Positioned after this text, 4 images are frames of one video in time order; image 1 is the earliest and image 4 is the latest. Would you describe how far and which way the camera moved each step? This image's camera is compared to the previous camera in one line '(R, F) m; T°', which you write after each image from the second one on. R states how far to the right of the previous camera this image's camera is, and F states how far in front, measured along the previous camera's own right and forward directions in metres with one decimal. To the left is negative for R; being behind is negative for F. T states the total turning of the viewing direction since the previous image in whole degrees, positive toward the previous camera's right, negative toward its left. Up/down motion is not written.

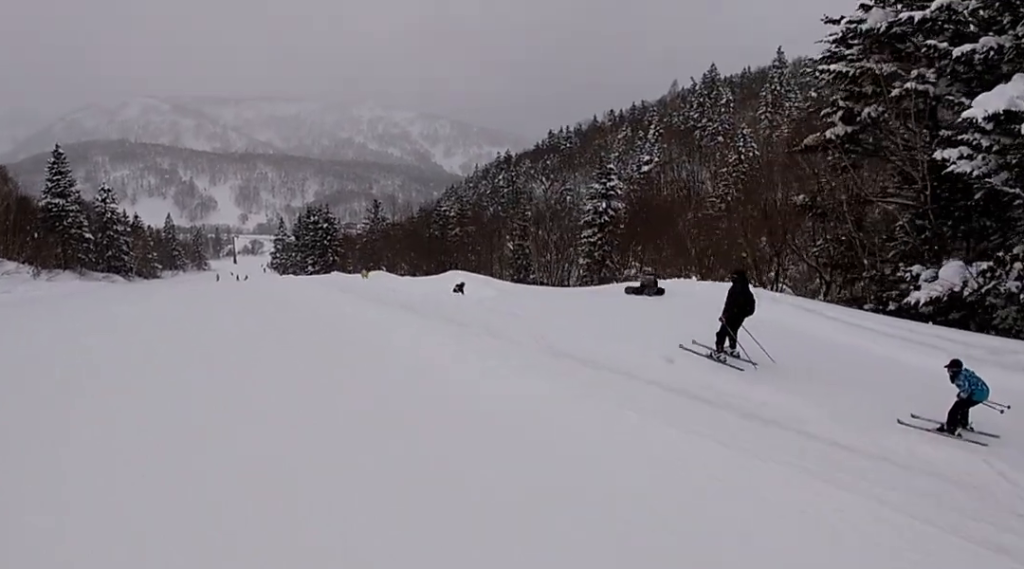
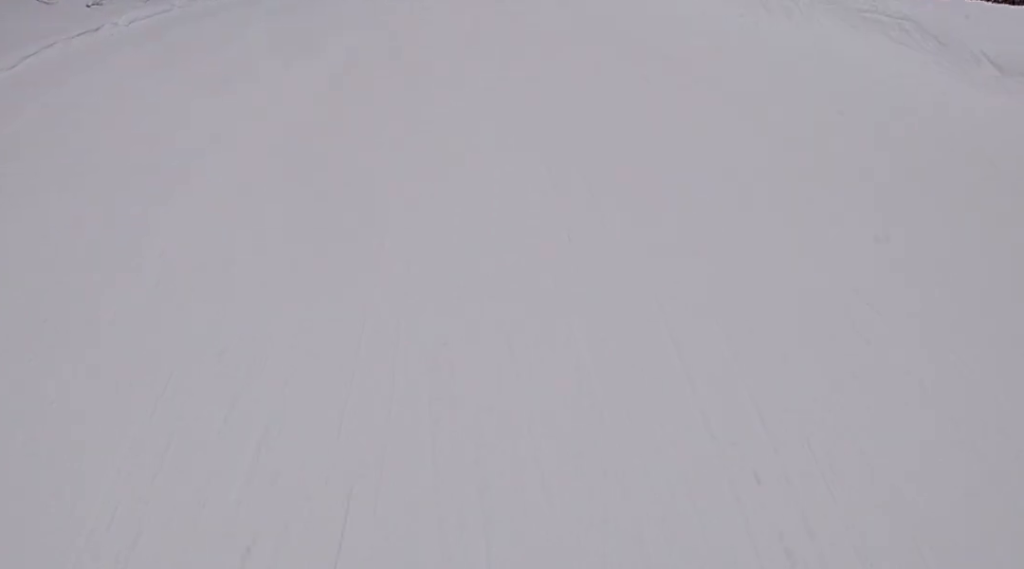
(-0.4, +21.2) m; -10°
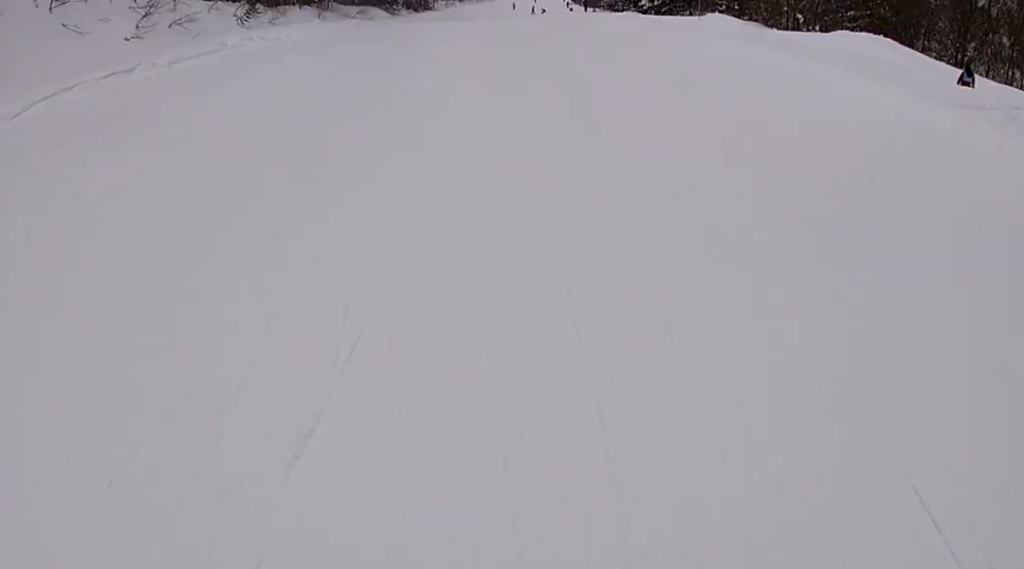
(-0.3, +5.4) m; 0°
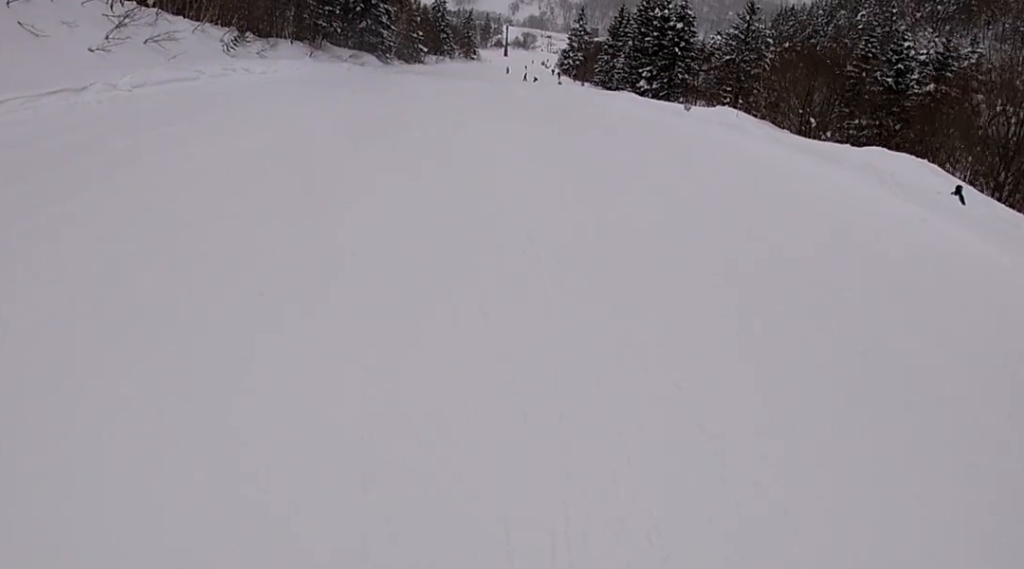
(0.0, +4.6) m; +6°
